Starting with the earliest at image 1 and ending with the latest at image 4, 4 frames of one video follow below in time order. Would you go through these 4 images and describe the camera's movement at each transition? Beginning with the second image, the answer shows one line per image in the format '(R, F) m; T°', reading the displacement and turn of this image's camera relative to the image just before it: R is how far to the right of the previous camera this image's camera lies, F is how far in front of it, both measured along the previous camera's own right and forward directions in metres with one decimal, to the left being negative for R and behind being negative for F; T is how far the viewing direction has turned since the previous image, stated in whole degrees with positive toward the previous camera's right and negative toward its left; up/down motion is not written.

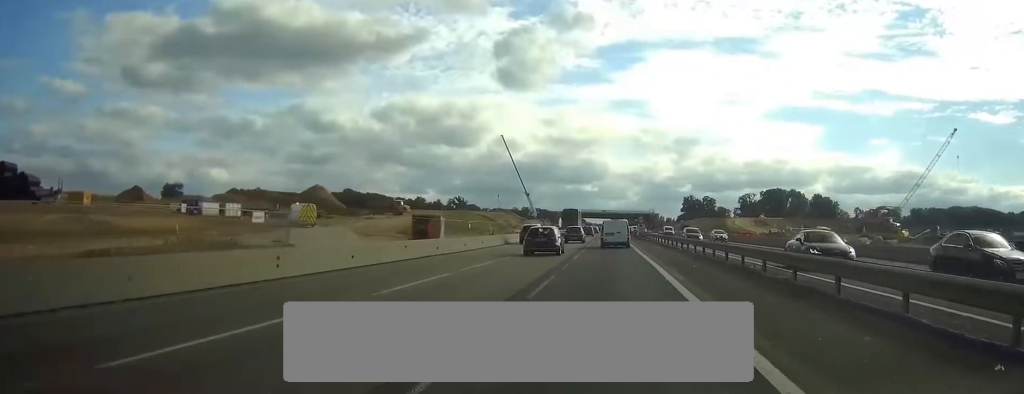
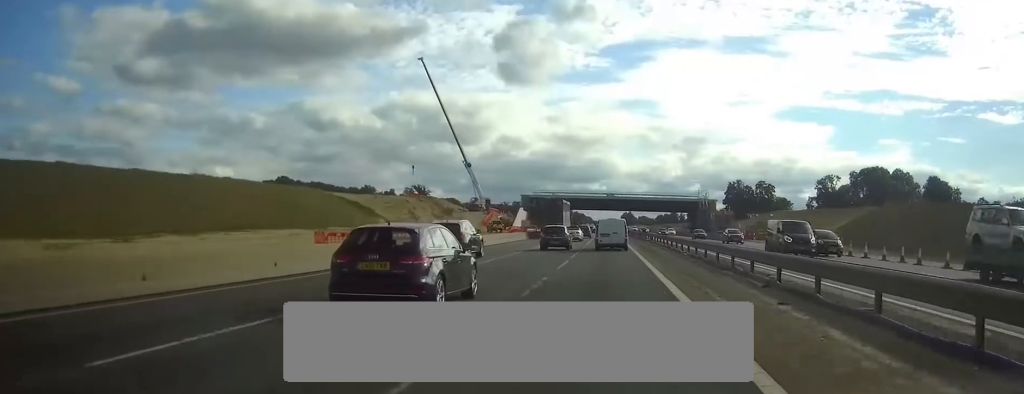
(-1.5, +156.5) m; -1°
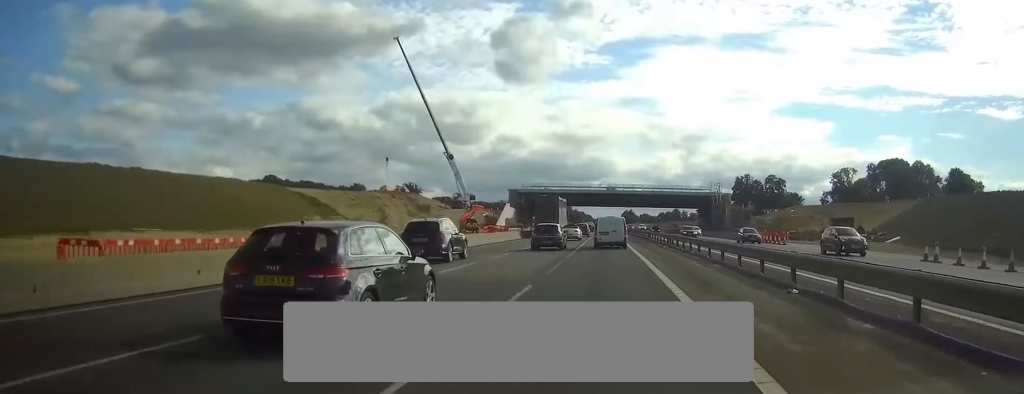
(-0.1, +20.8) m; 0°
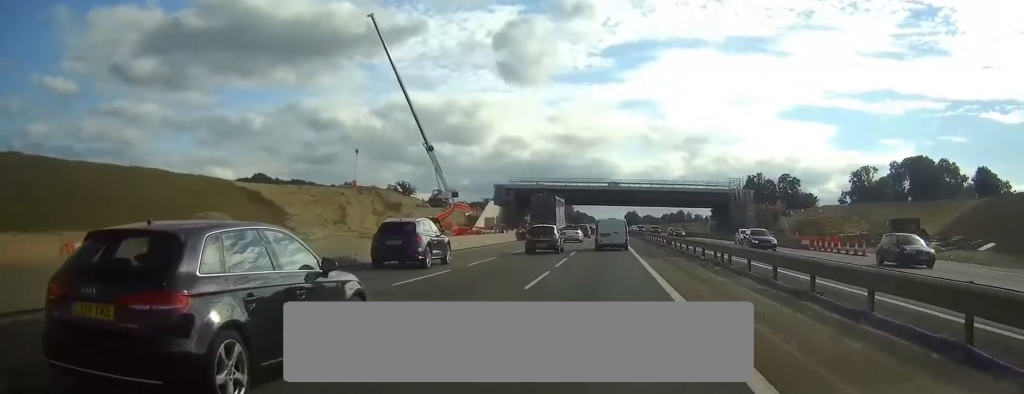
(0.0, +20.9) m; 0°
